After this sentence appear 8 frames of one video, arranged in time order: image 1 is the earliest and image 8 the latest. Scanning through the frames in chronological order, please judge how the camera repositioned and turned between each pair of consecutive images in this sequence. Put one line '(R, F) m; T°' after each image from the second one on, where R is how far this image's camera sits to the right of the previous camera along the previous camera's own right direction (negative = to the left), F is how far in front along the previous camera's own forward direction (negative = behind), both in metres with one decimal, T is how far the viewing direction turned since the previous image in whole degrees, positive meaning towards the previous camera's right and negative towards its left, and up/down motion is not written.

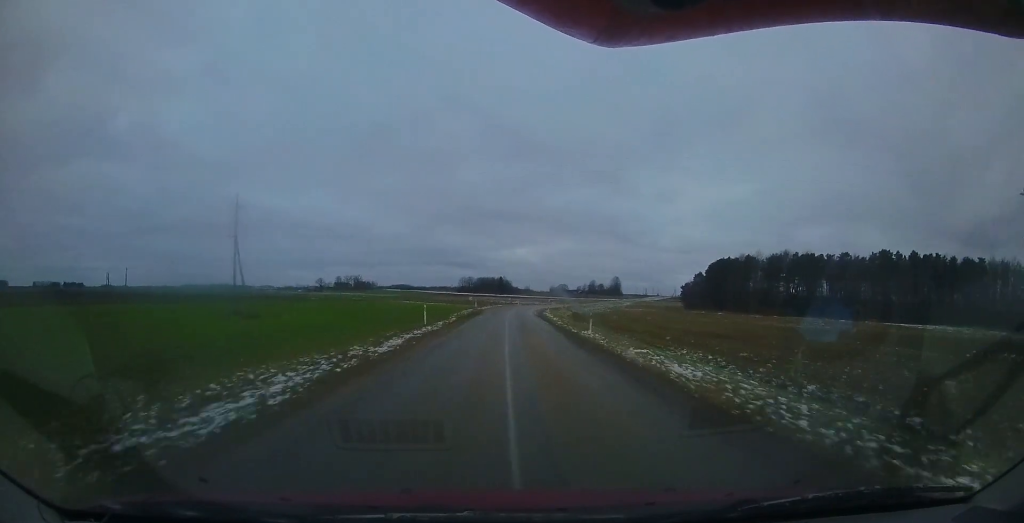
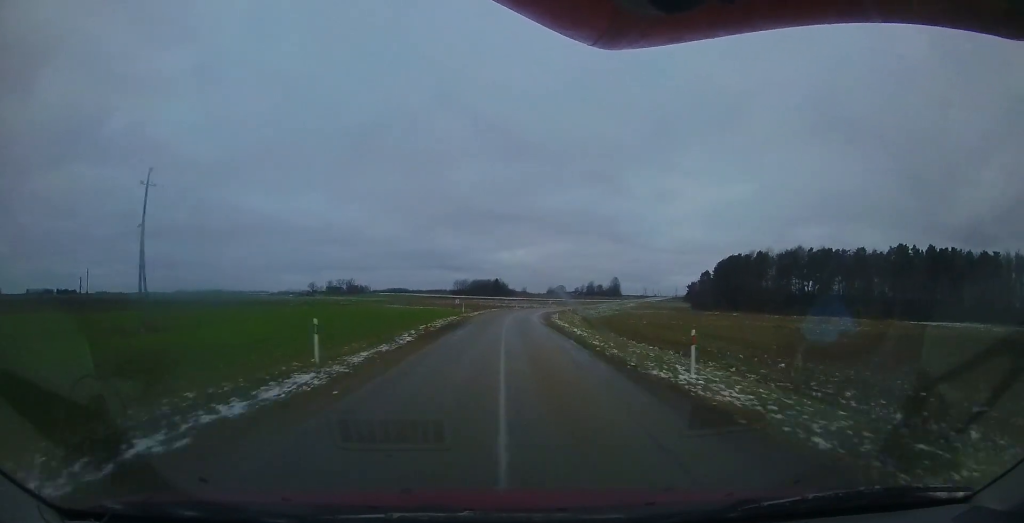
(0.0, +10.9) m; 0°
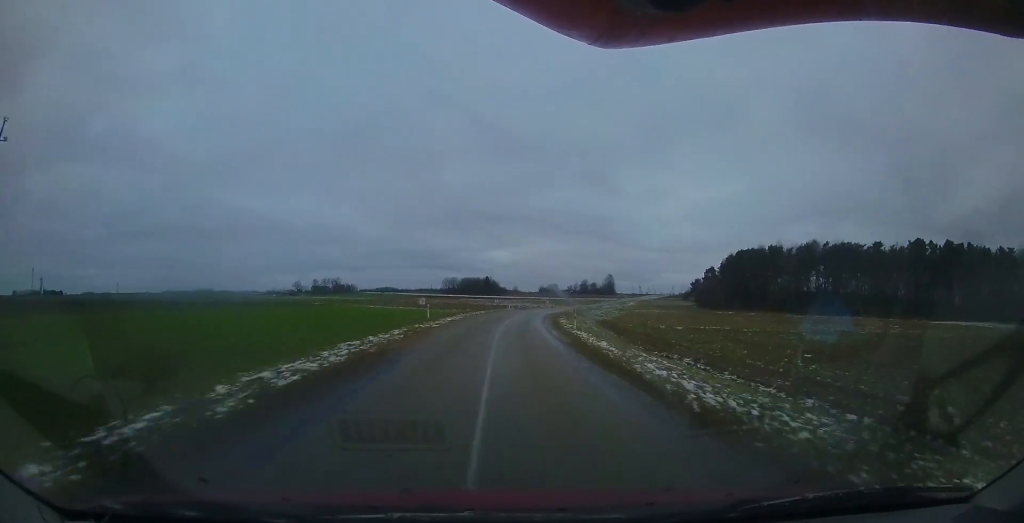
(0.0, +13.2) m; 0°
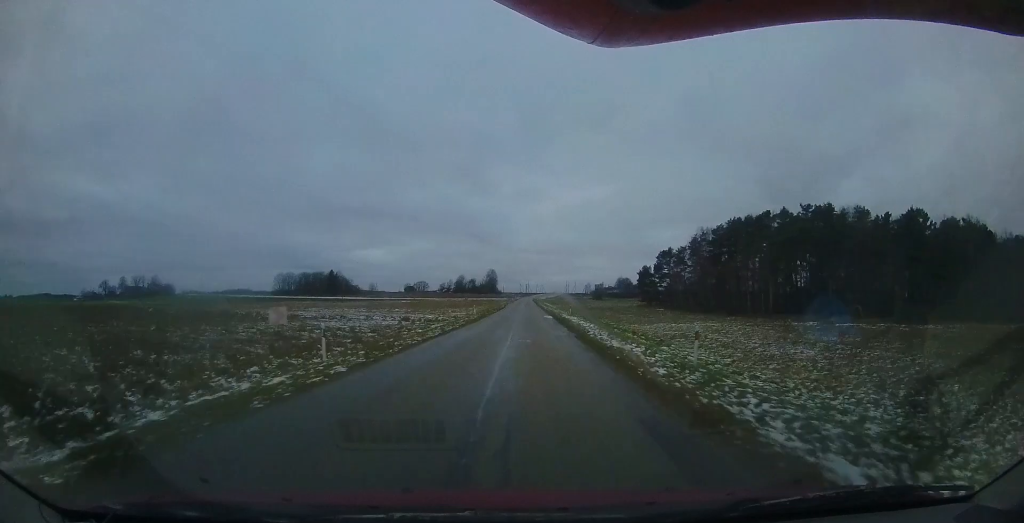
(+10.3, +71.6) m; +20°
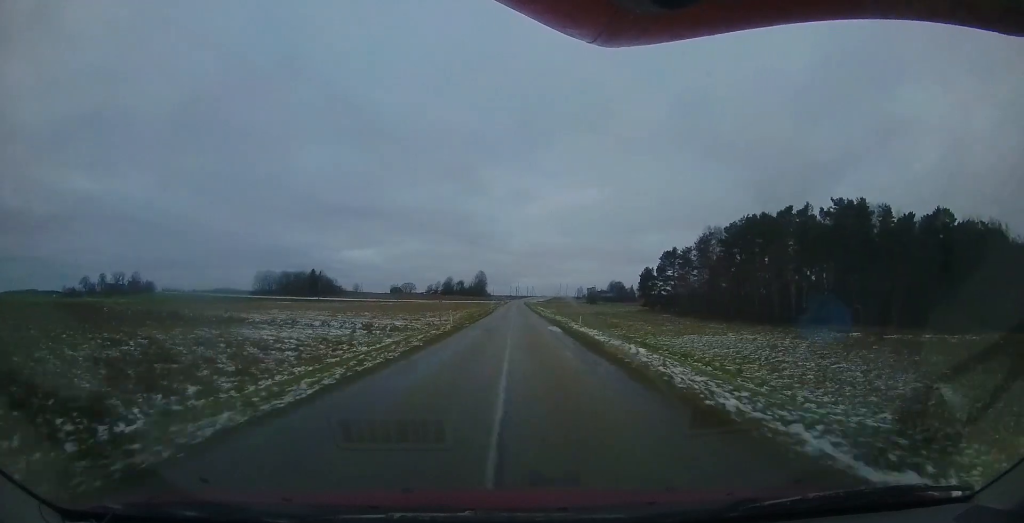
(0.0, +9.6) m; +2°
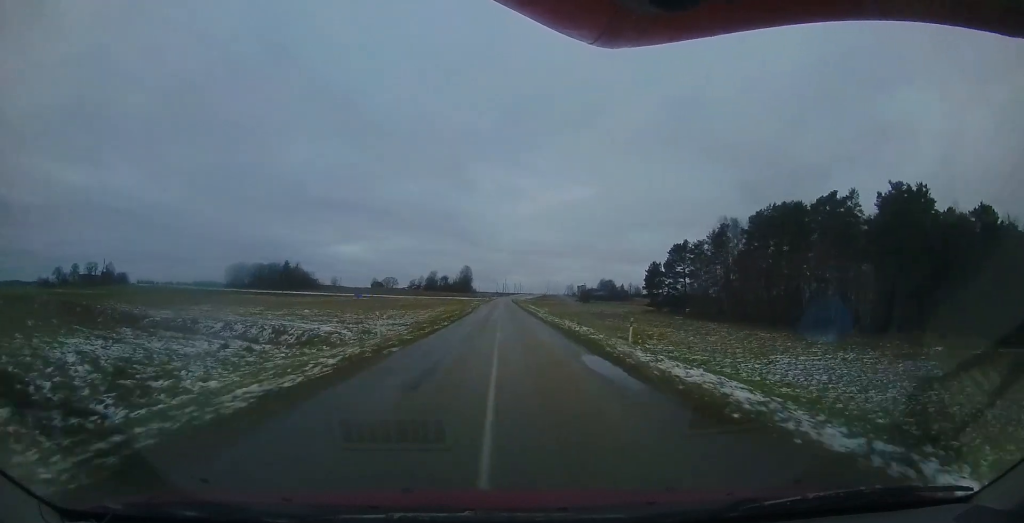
(+0.4, +13.4) m; +3°
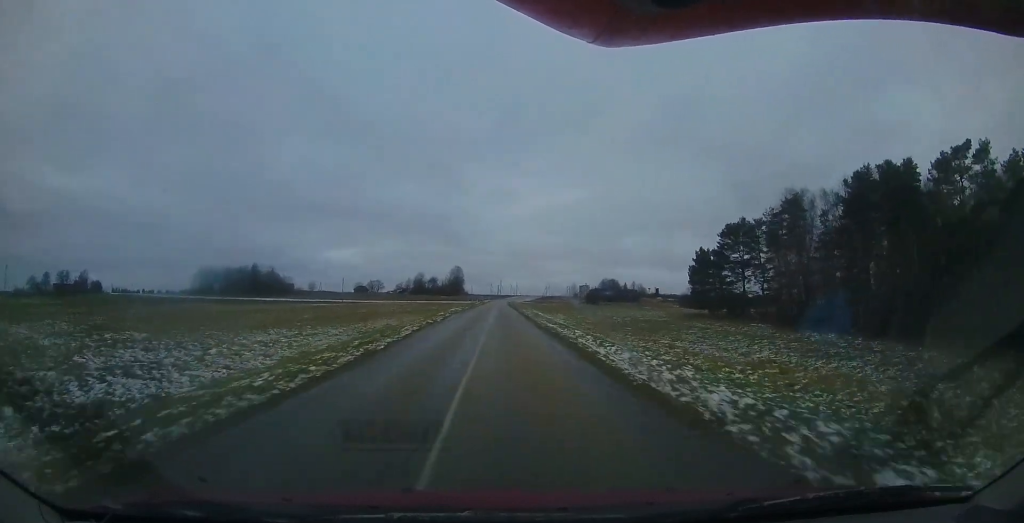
(+1.4, +24.4) m; +4°
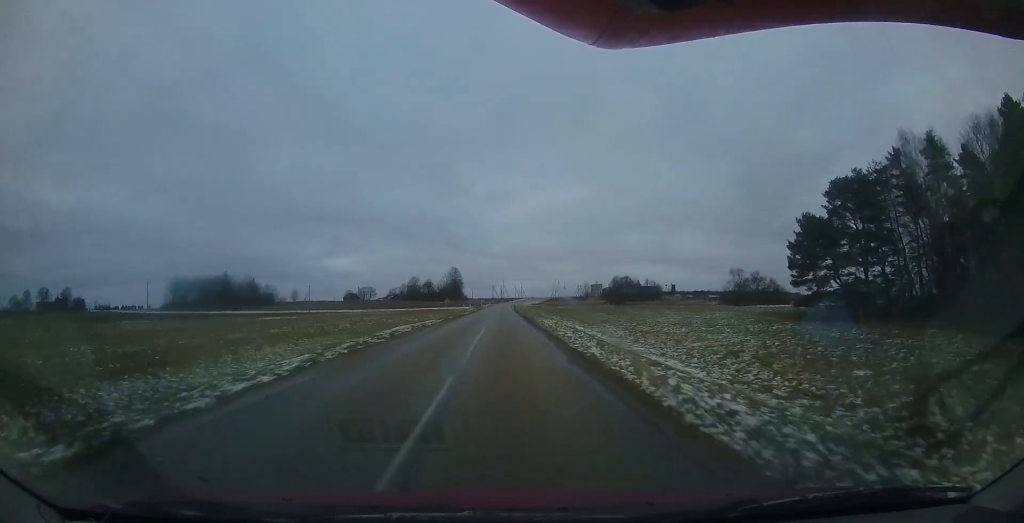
(+0.5, +25.1) m; +2°
